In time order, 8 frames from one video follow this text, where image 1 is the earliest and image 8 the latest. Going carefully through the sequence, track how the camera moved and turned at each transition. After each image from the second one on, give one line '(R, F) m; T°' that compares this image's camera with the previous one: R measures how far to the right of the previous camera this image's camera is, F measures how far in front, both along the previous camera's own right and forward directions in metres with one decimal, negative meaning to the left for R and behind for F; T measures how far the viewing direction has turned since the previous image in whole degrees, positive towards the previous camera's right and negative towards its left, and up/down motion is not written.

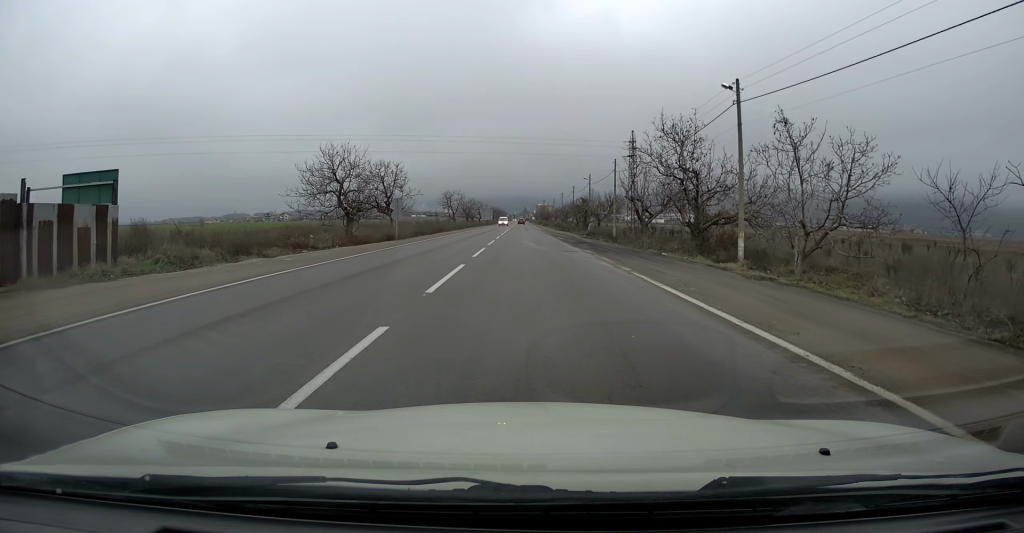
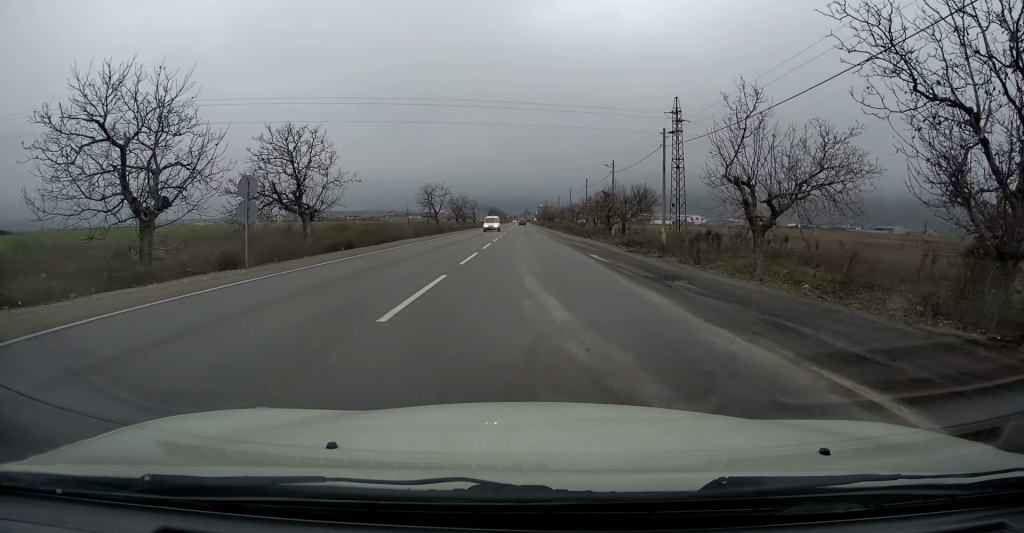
(-0.2, +20.8) m; -2°
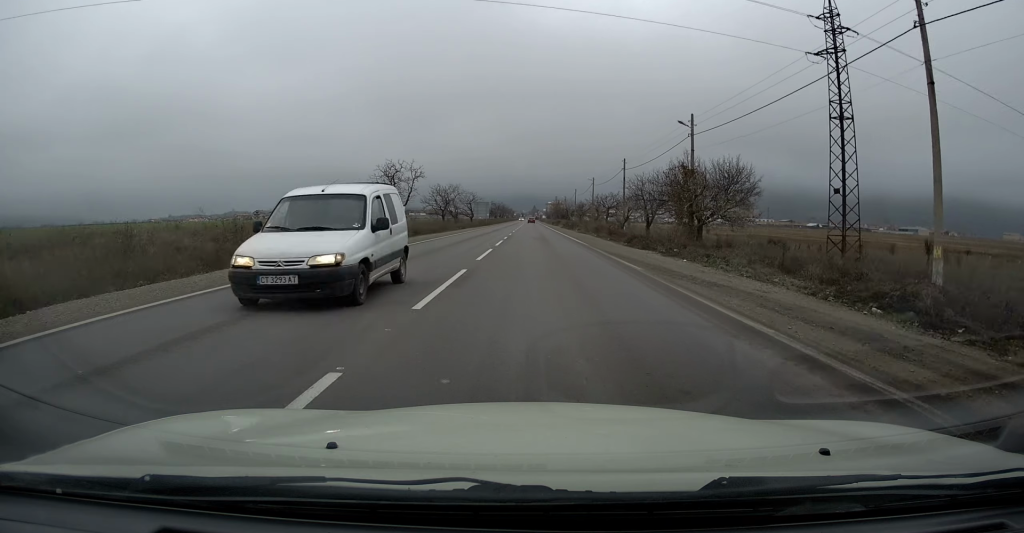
(-0.1, +25.7) m; 0°
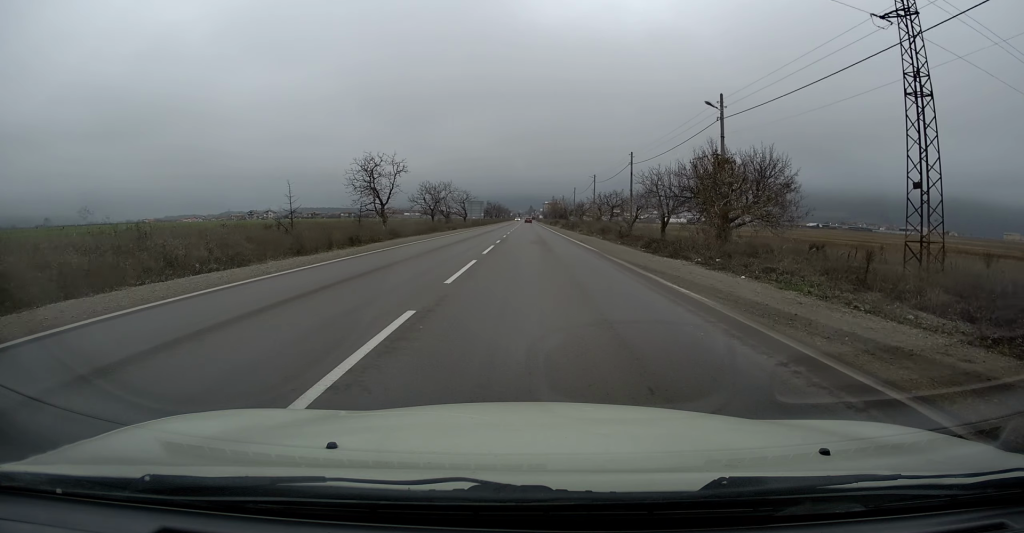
(0.0, +6.0) m; 0°
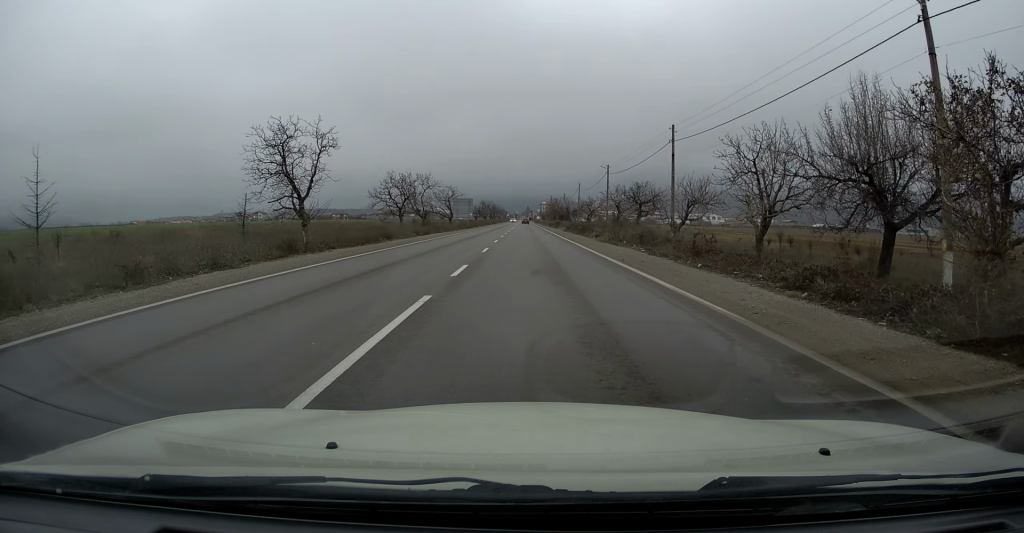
(+0.1, +16.4) m; +1°
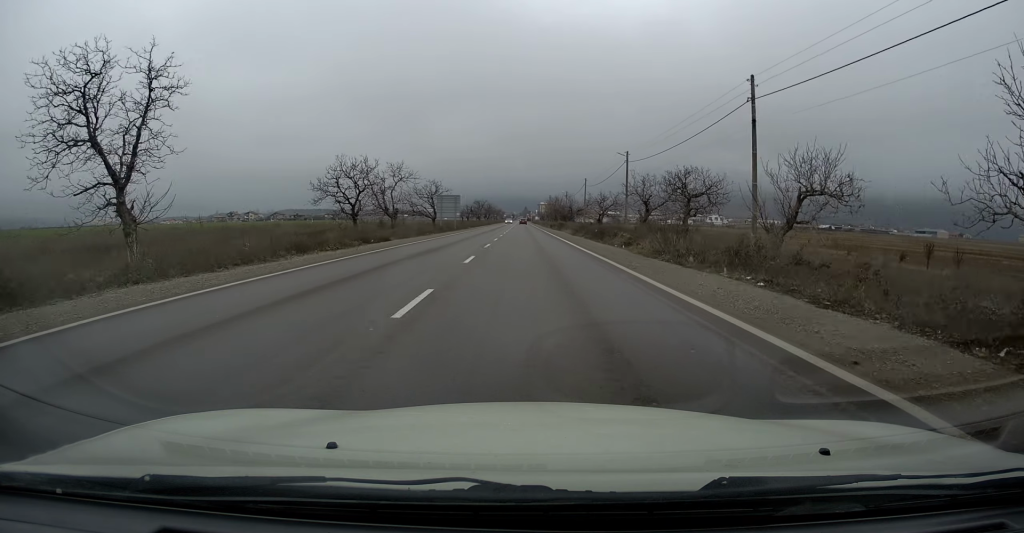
(+0.1, +14.0) m; 0°
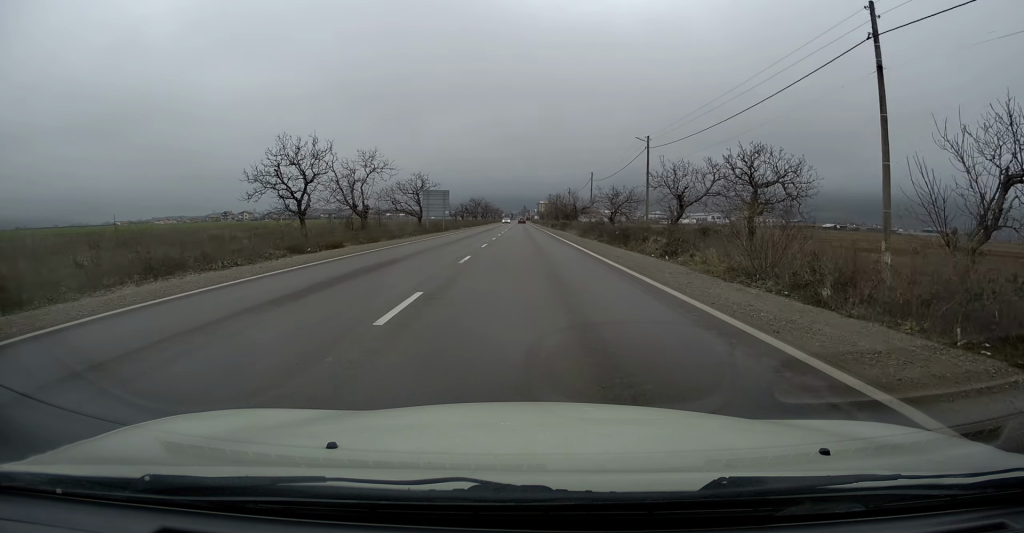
(0.0, +9.3) m; 0°
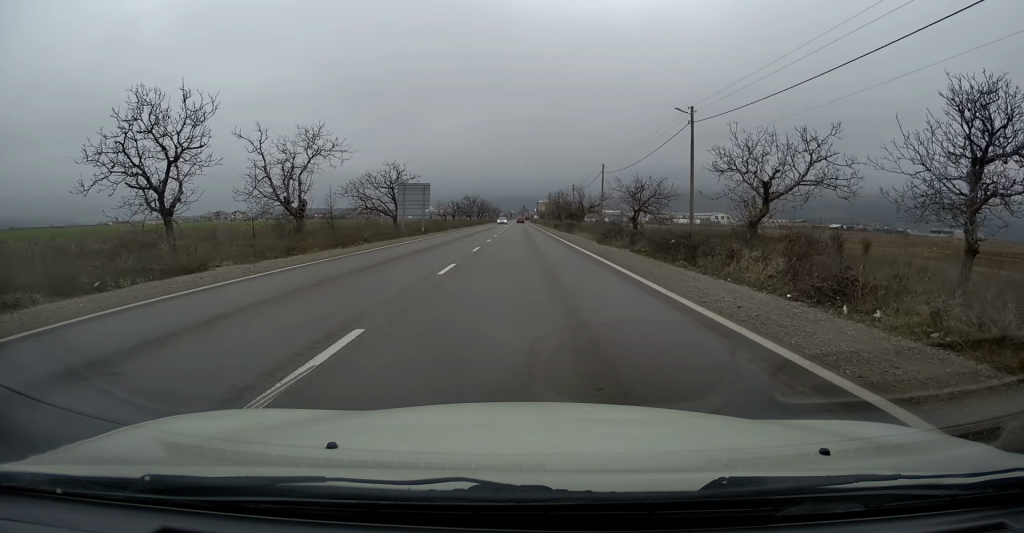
(-0.1, +12.0) m; 0°
